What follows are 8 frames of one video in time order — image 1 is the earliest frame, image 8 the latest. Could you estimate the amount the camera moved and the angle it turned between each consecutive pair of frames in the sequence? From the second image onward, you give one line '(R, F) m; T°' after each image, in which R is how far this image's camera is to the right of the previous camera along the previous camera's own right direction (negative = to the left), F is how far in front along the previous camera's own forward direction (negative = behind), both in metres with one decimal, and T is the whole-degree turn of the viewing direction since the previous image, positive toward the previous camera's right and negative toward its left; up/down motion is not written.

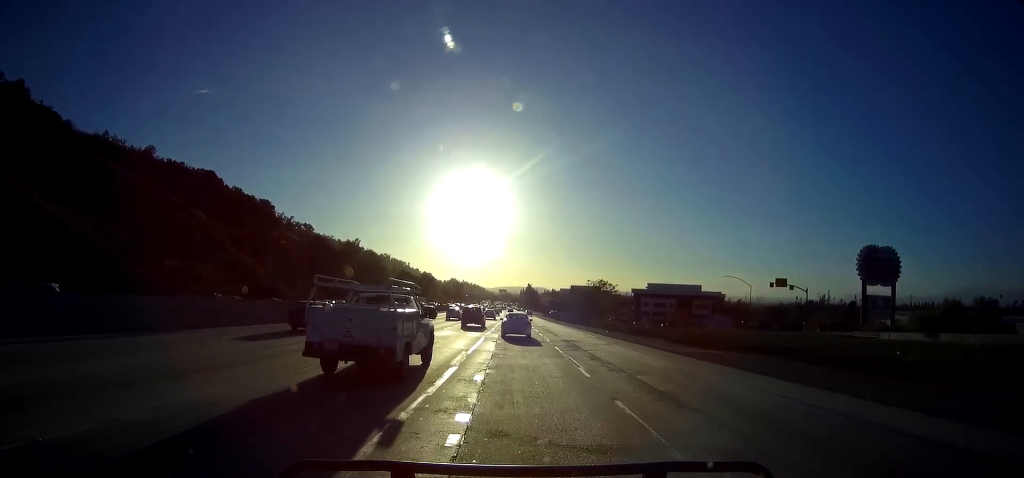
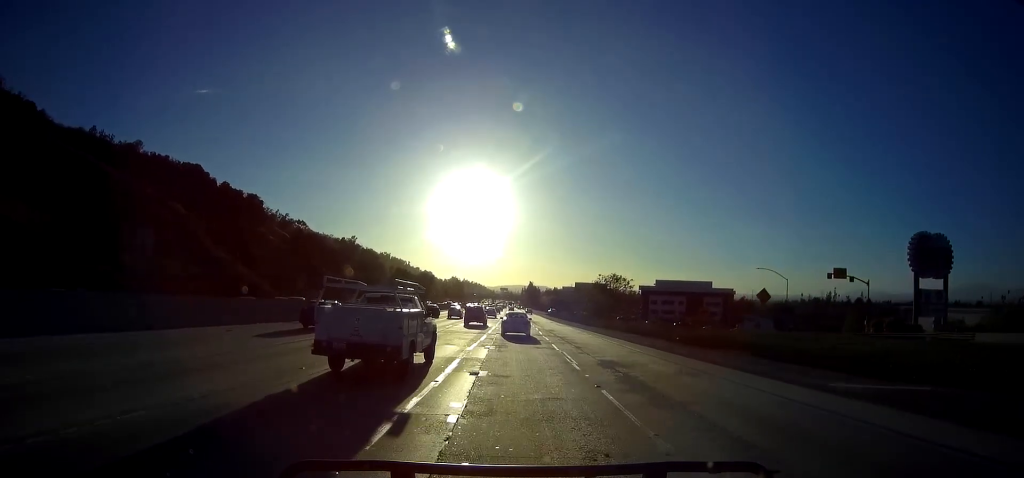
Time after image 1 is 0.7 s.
(0.0, +13.4) m; 0°
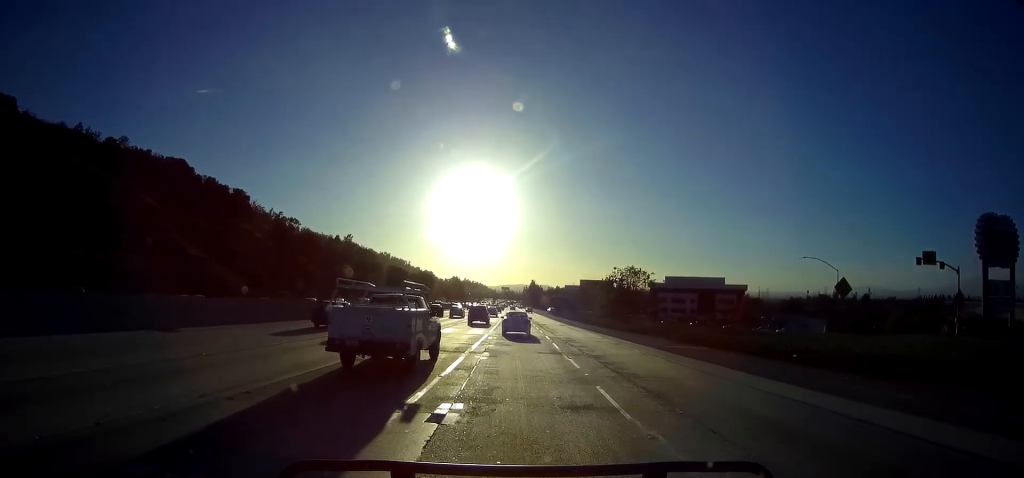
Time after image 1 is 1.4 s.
(0.0, +14.4) m; +1°
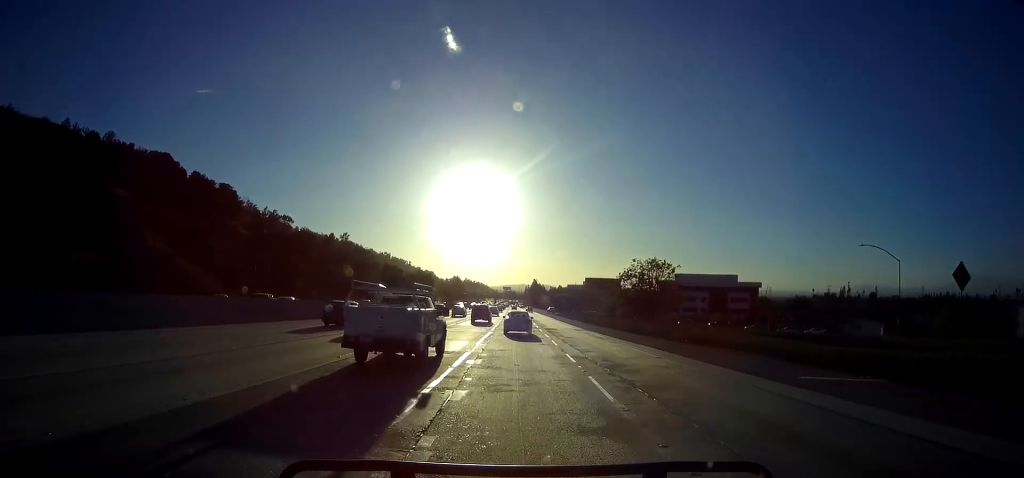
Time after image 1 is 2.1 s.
(+0.1, +13.2) m; 0°
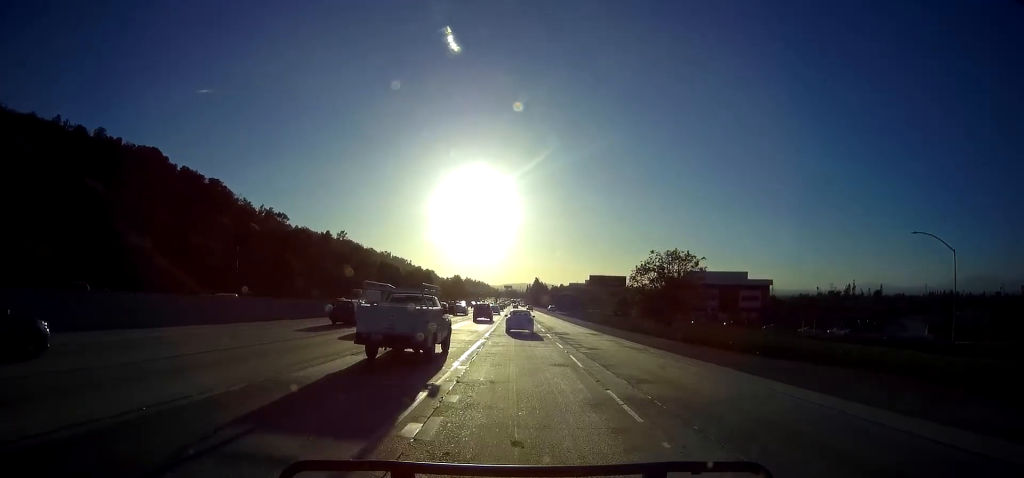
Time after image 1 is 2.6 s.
(+0.2, +9.3) m; 0°
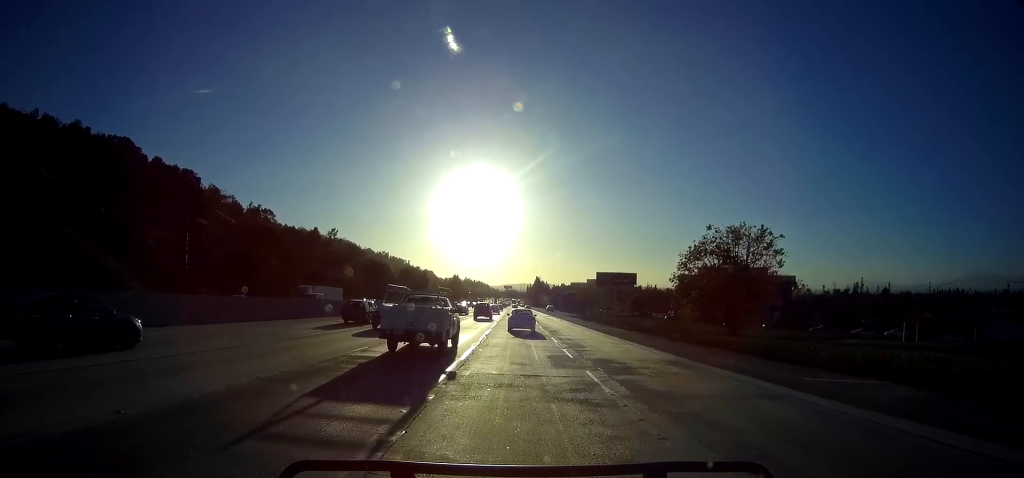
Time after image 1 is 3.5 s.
(-0.4, +19.2) m; -1°
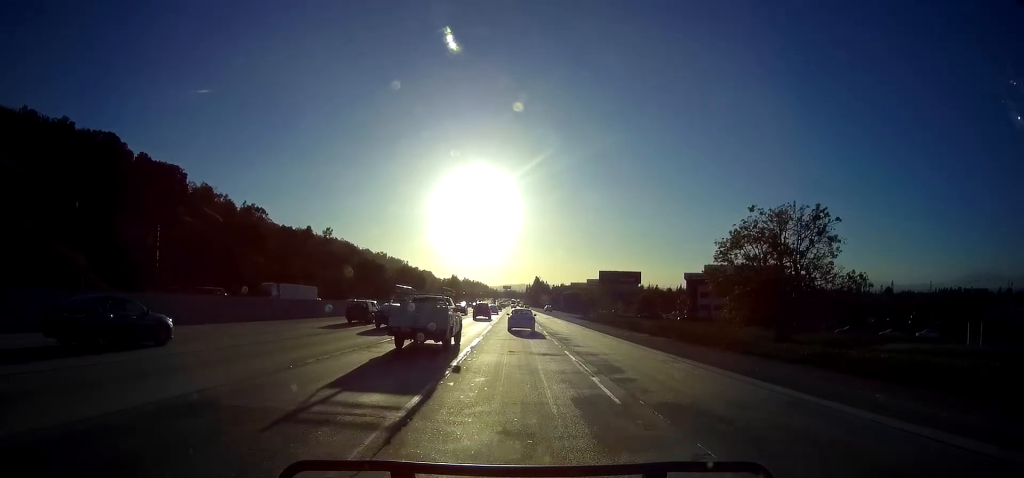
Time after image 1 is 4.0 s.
(0.0, +8.7) m; 0°
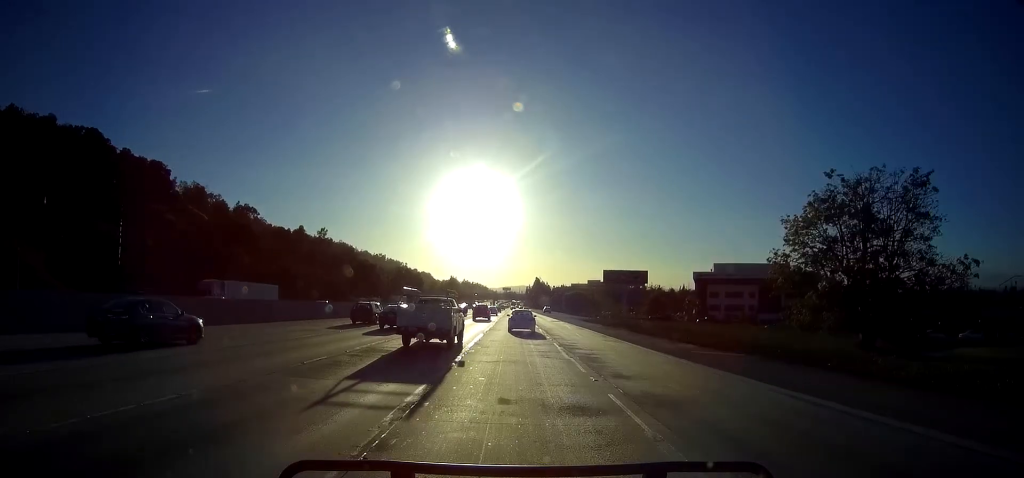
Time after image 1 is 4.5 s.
(+0.1, +10.1) m; 0°
